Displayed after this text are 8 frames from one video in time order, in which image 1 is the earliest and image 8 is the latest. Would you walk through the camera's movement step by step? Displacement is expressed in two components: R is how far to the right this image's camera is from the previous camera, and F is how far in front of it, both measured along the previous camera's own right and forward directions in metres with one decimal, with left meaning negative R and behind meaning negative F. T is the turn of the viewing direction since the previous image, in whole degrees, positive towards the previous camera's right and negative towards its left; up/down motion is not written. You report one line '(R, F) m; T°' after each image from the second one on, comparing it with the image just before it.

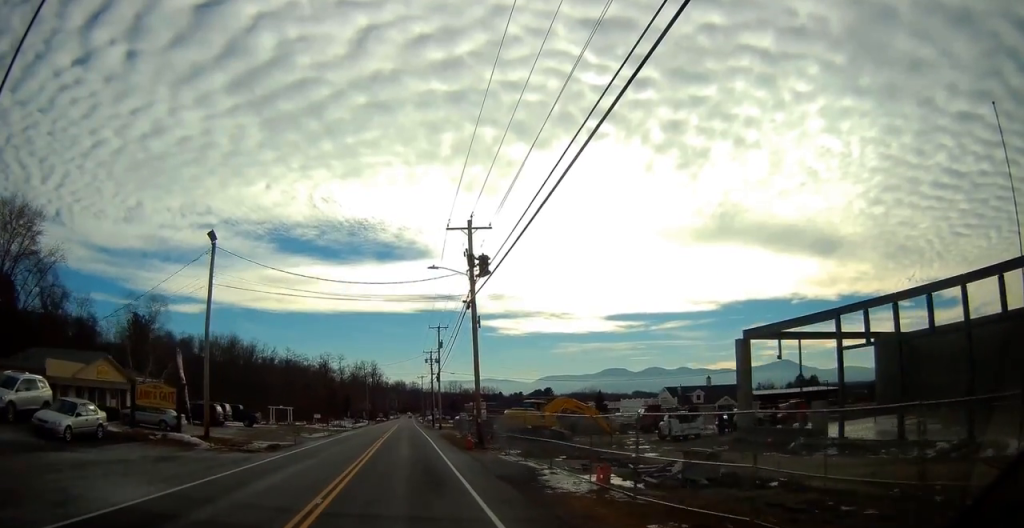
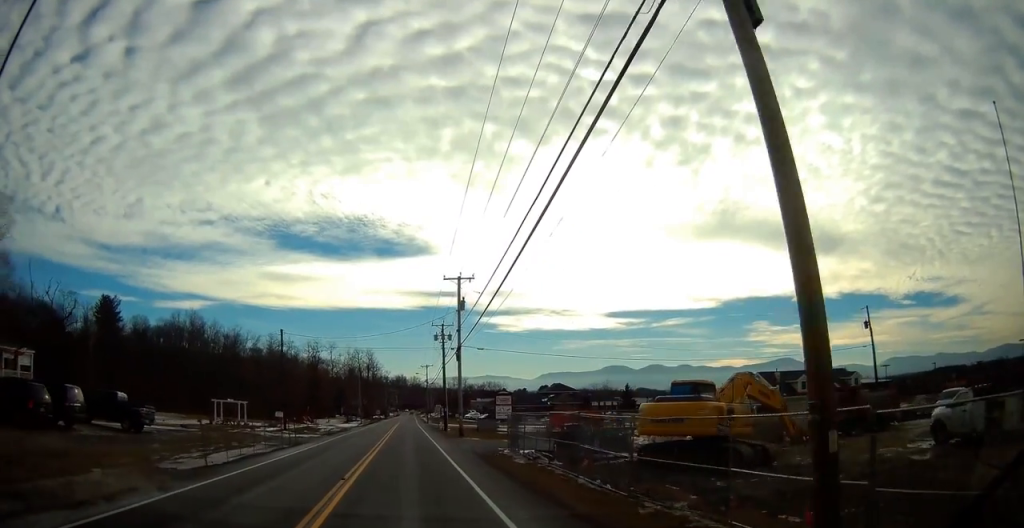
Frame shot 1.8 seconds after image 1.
(-0.6, +25.0) m; -1°
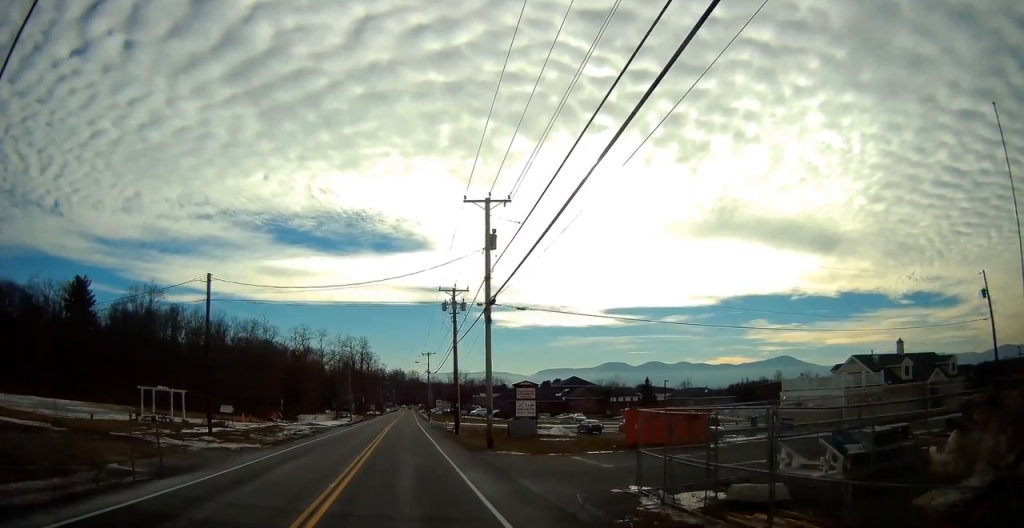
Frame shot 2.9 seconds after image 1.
(+0.3, +16.8) m; +1°
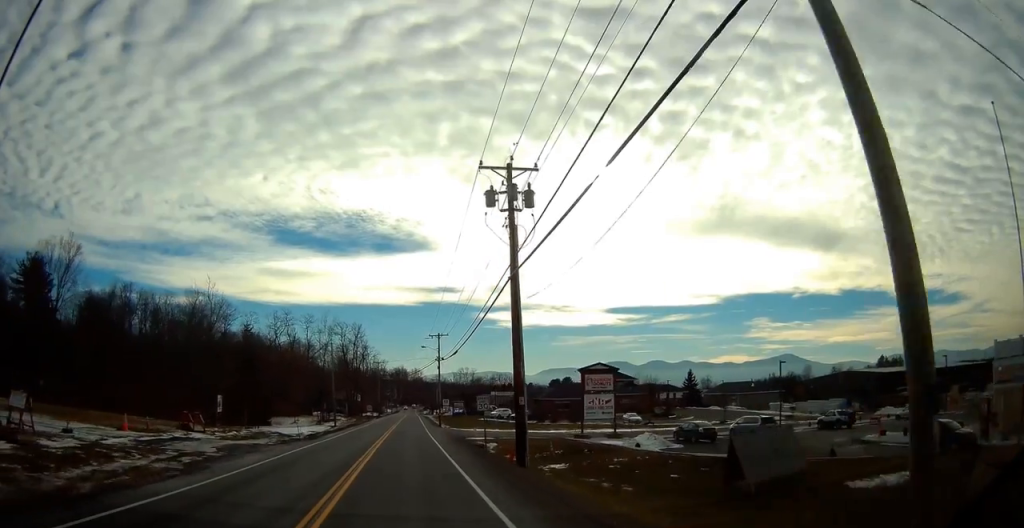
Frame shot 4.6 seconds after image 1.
(-0.4, +24.5) m; -1°
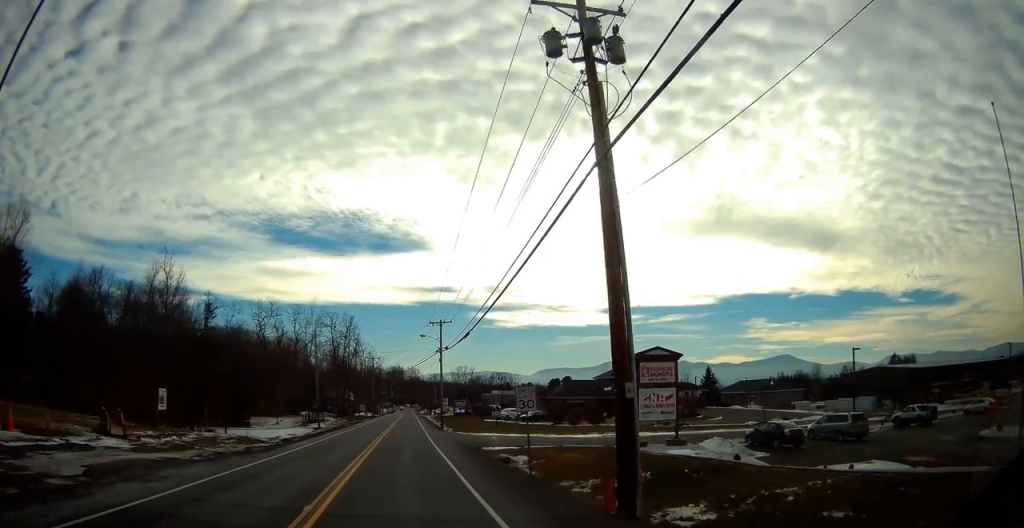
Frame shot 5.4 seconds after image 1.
(+0.1, +10.7) m; +1°
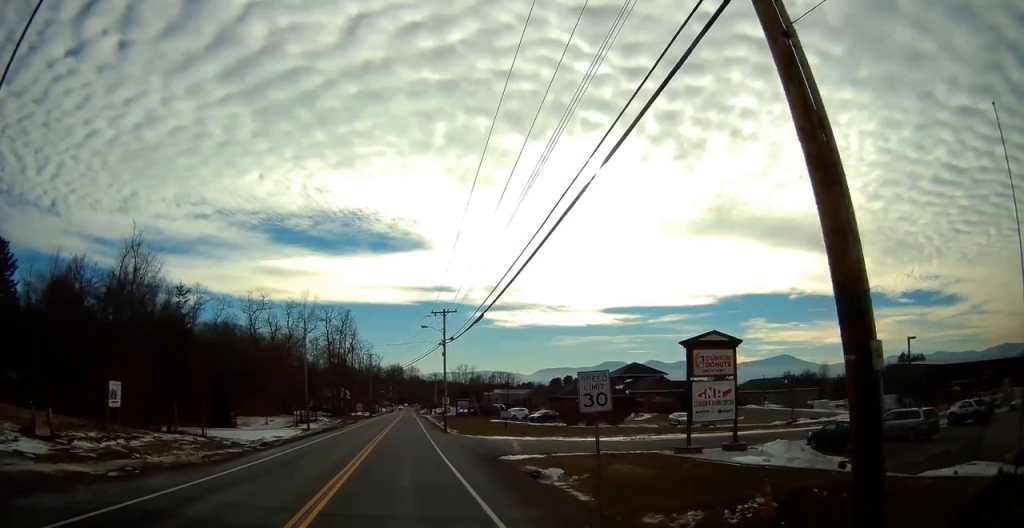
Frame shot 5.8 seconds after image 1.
(+0.1, +6.3) m; +1°
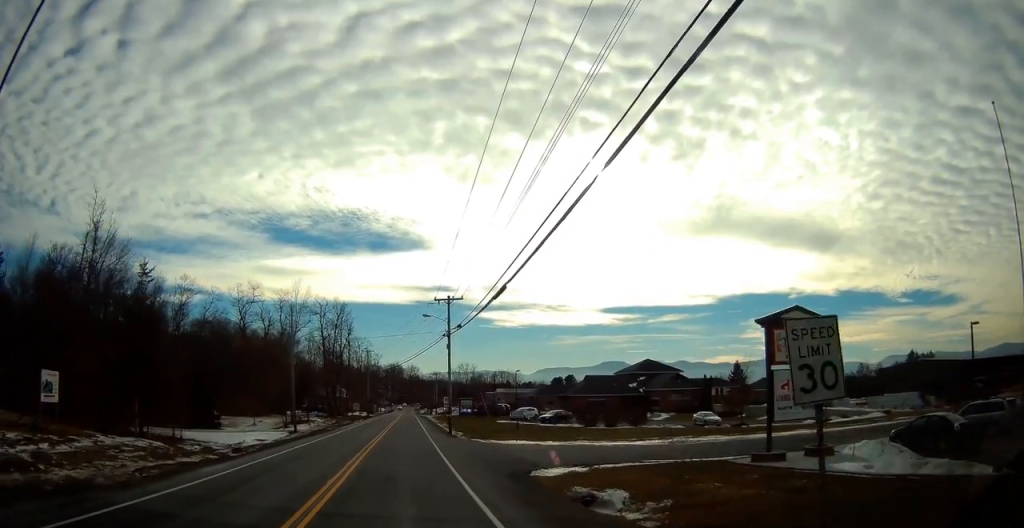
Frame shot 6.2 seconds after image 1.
(0.0, +6.4) m; 0°
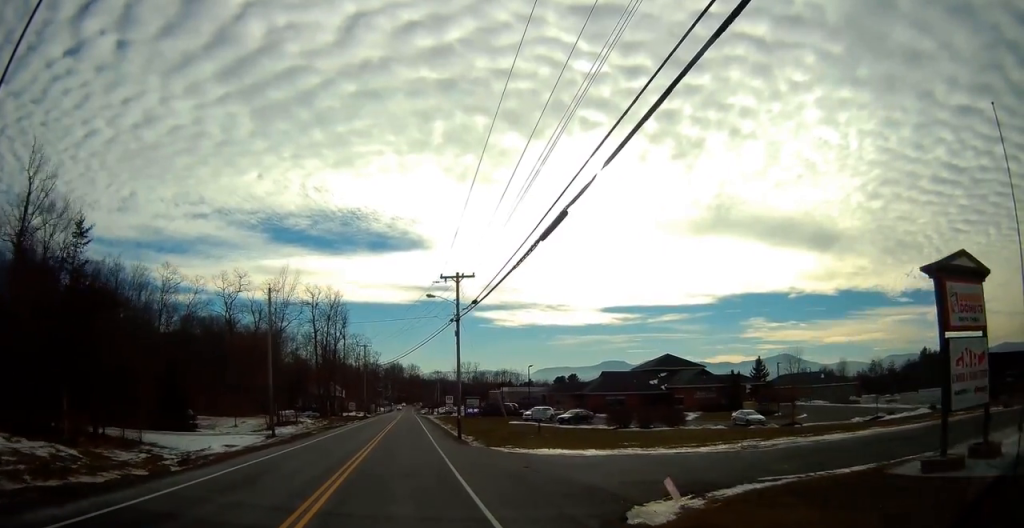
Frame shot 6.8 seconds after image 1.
(0.0, +8.3) m; 0°
